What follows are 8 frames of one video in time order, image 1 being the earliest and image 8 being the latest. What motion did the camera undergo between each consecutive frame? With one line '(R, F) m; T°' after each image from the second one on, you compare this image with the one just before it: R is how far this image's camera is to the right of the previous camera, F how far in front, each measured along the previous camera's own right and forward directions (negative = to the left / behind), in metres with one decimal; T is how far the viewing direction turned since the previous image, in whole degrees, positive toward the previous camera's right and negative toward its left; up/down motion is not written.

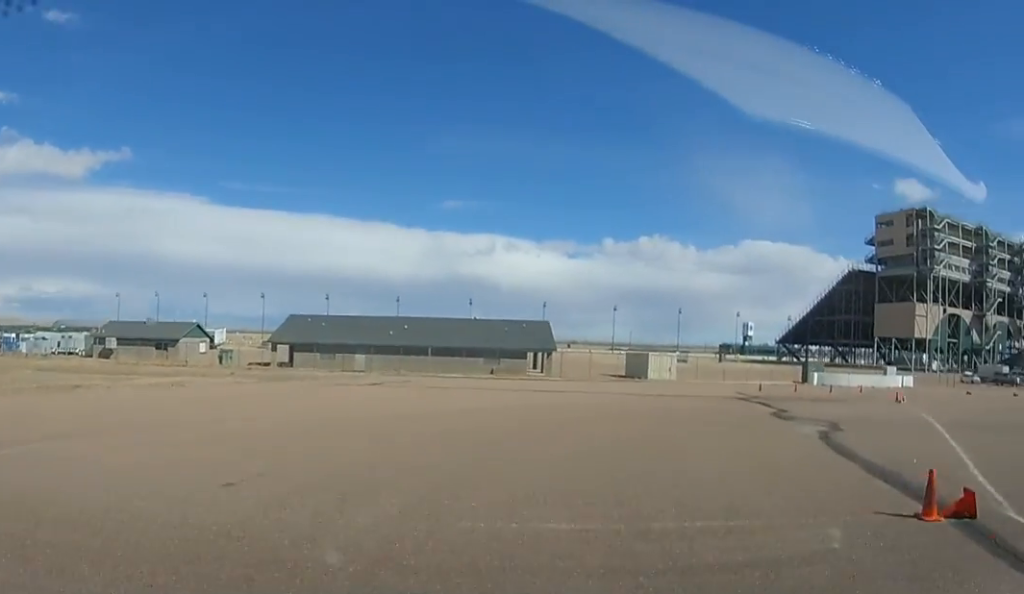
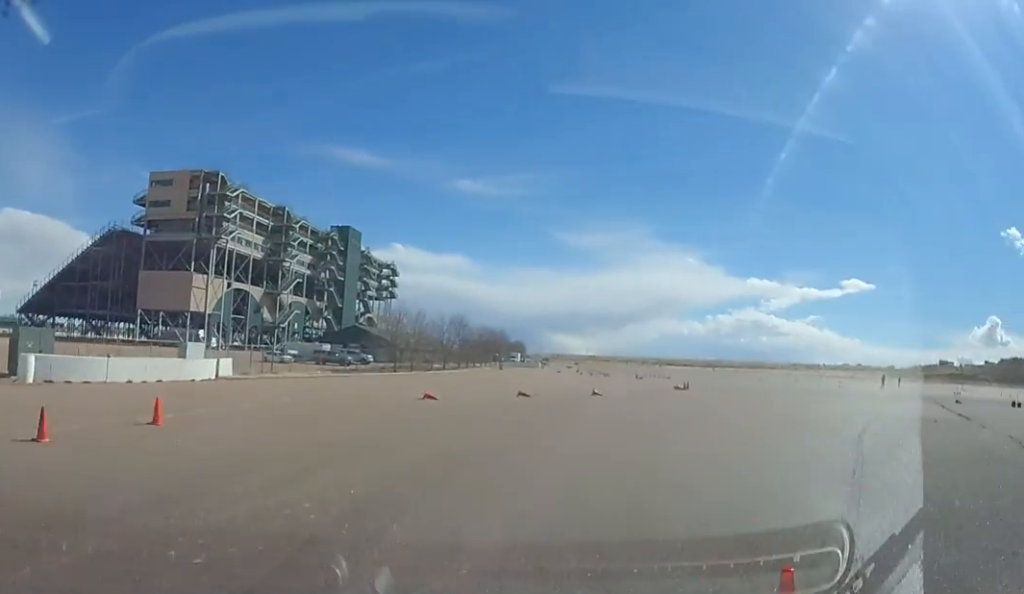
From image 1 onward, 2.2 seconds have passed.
(+14.9, +19.3) m; +74°
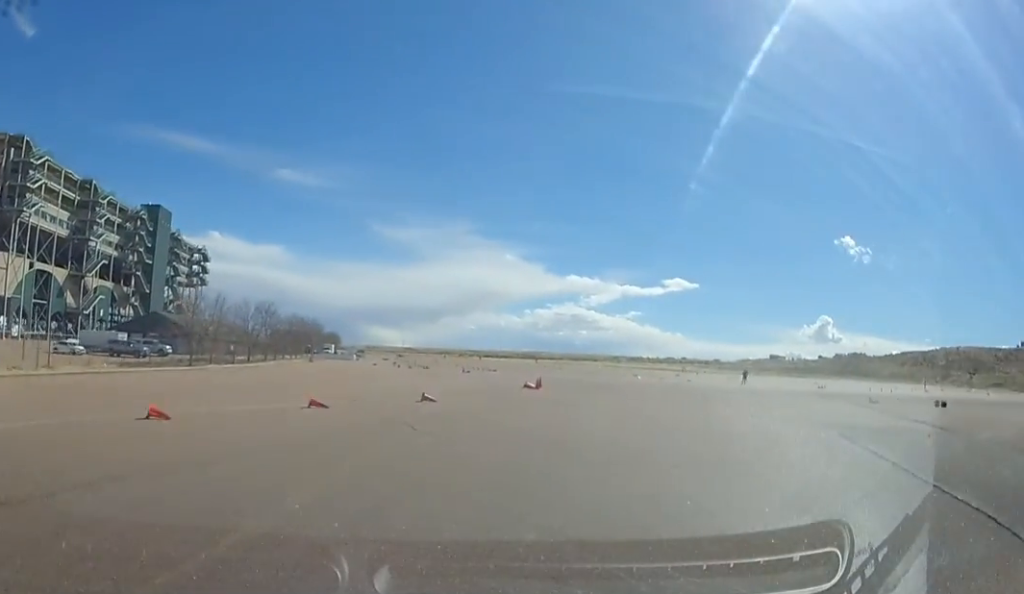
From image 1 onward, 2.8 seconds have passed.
(+1.8, +6.0) m; +11°
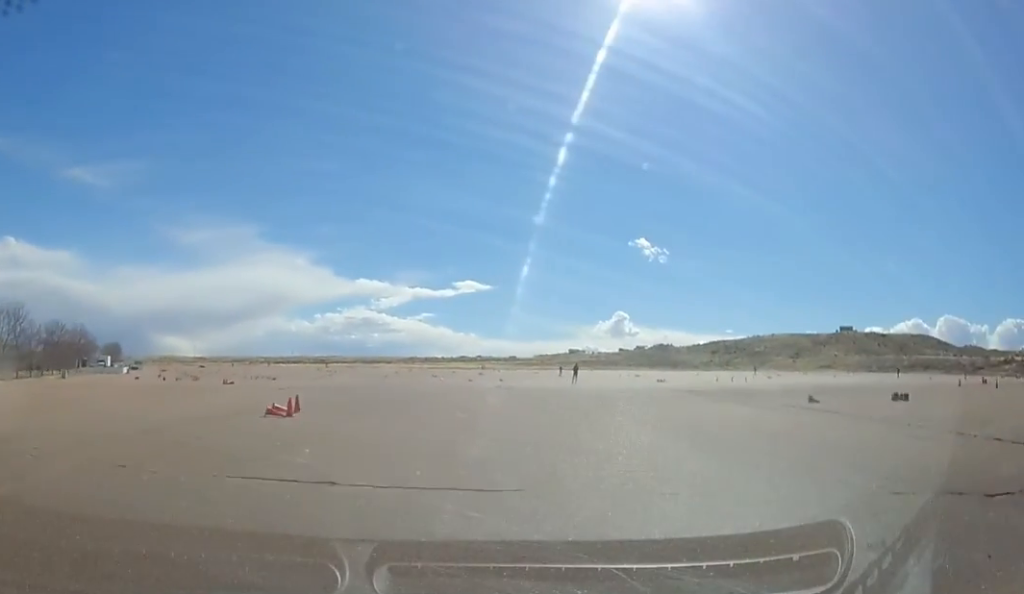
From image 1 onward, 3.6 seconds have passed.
(+1.5, +9.8) m; +8°
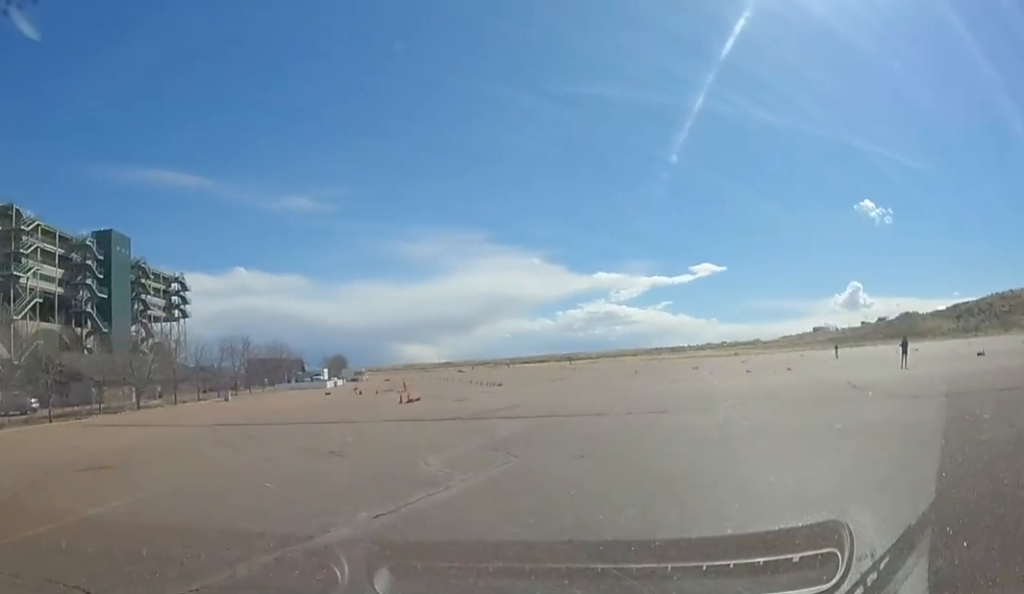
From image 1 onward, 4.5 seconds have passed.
(+0.1, +14.5) m; -3°
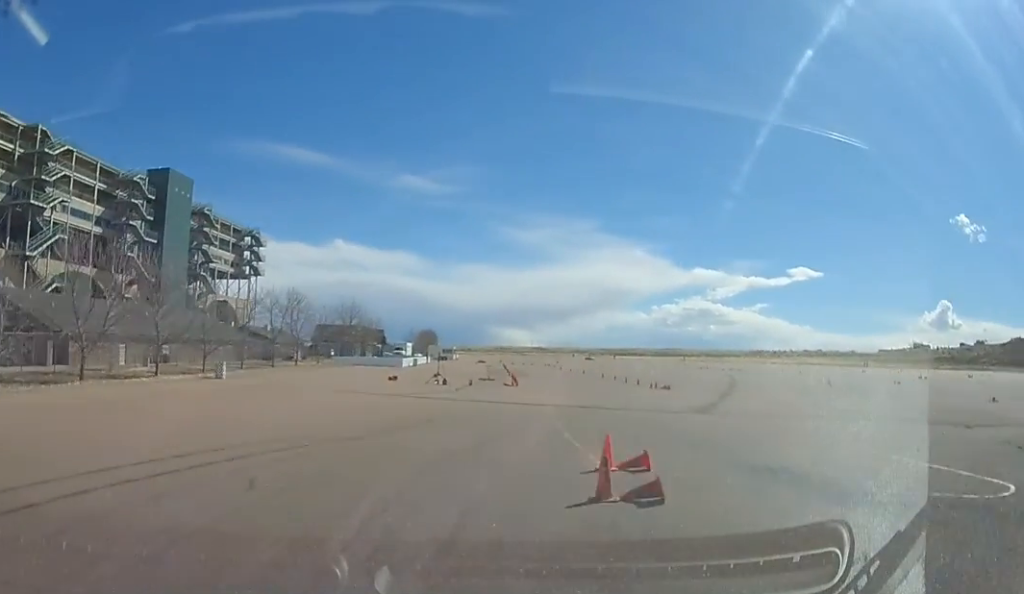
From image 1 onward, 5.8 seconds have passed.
(-1.7, +24.0) m; -4°
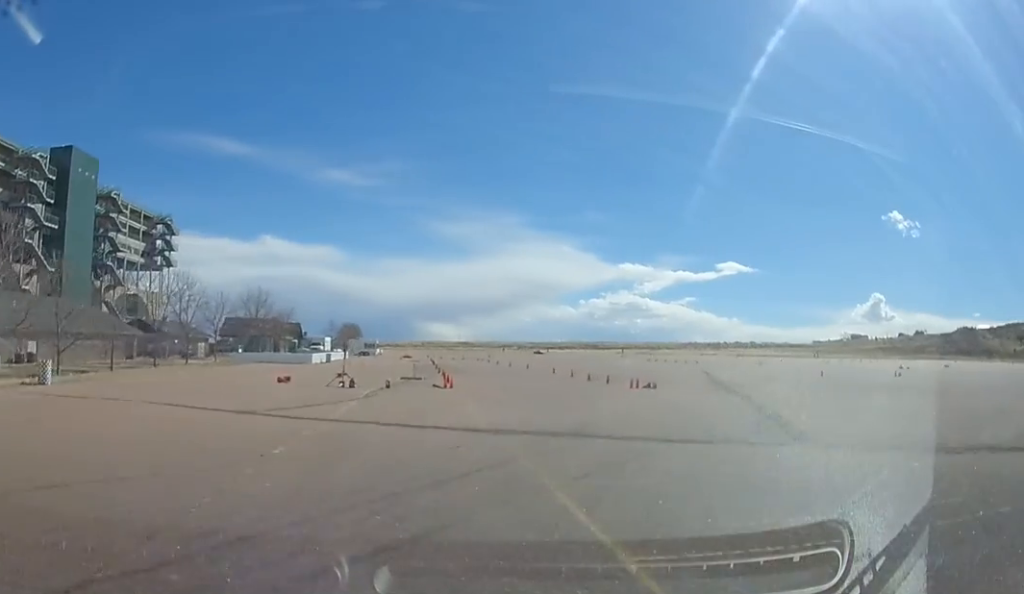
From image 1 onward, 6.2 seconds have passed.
(-0.4, +11.6) m; 0°
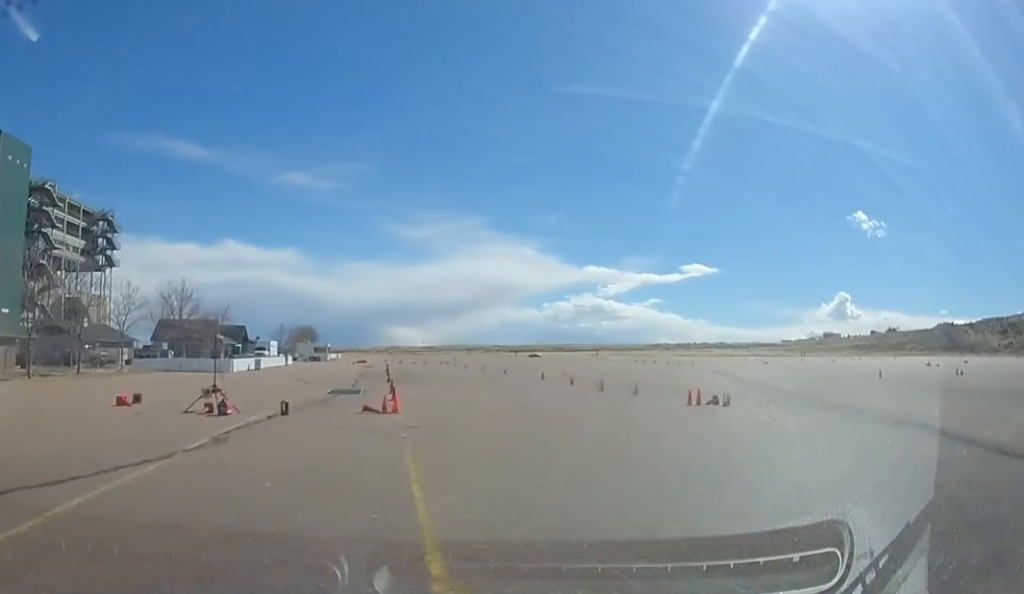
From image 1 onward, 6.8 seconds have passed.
(+0.4, +12.1) m; +1°
